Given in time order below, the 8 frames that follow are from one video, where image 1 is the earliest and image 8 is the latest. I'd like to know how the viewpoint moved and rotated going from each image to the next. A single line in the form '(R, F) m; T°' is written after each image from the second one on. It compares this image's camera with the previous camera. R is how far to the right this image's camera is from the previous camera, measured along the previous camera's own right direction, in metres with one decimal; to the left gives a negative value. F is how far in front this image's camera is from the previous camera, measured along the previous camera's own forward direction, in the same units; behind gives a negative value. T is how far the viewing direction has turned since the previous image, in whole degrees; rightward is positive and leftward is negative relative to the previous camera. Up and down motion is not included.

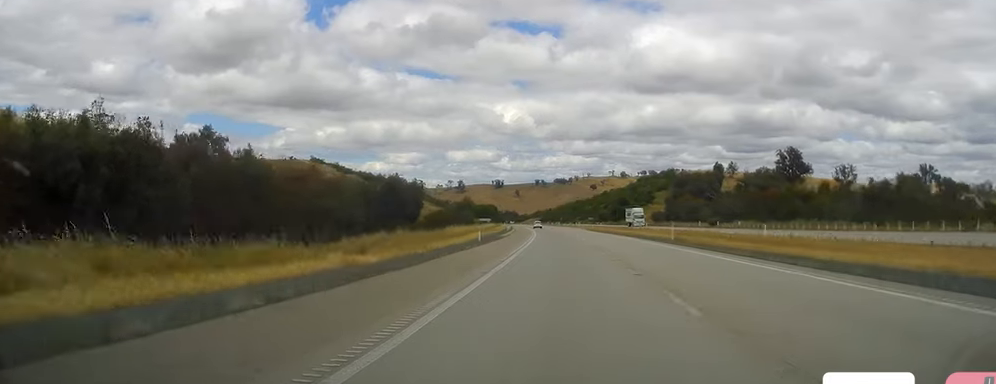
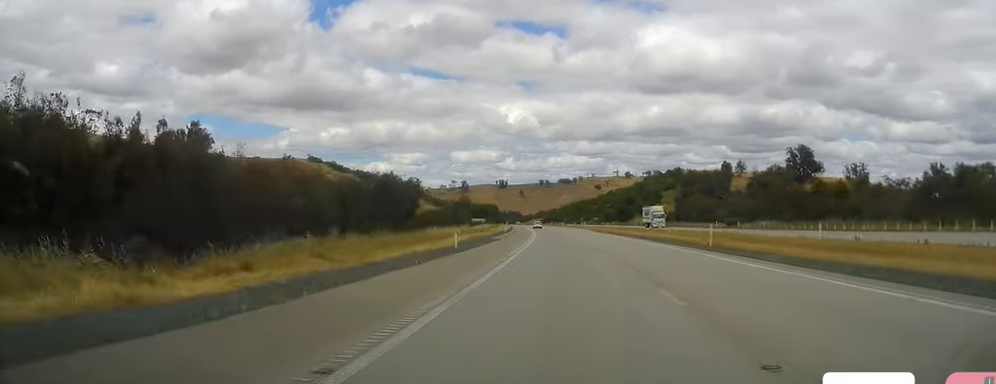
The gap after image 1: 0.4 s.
(+0.1, +11.6) m; 0°
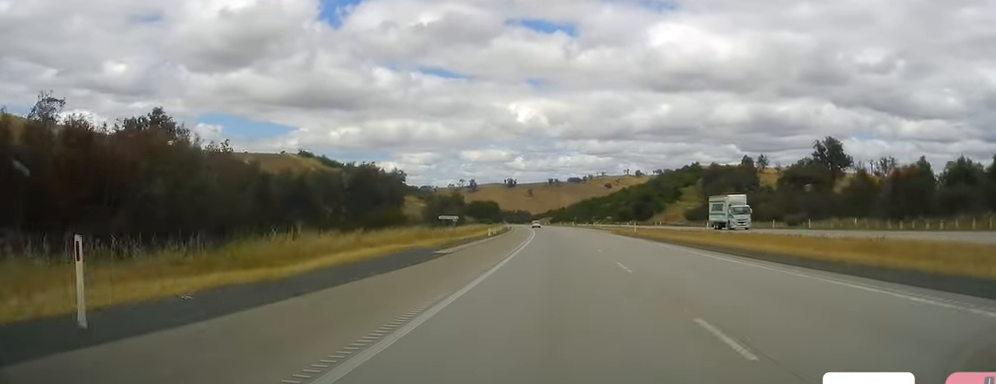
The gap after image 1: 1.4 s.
(-0.4, +29.1) m; -1°
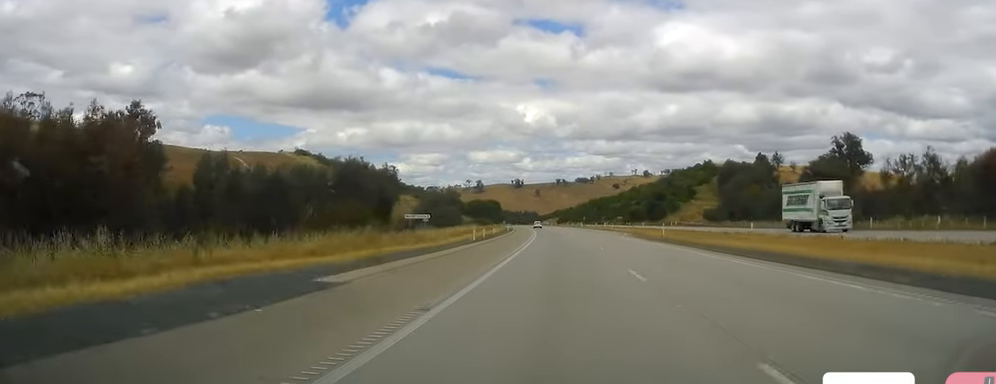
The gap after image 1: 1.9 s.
(0.0, +15.4) m; 0°
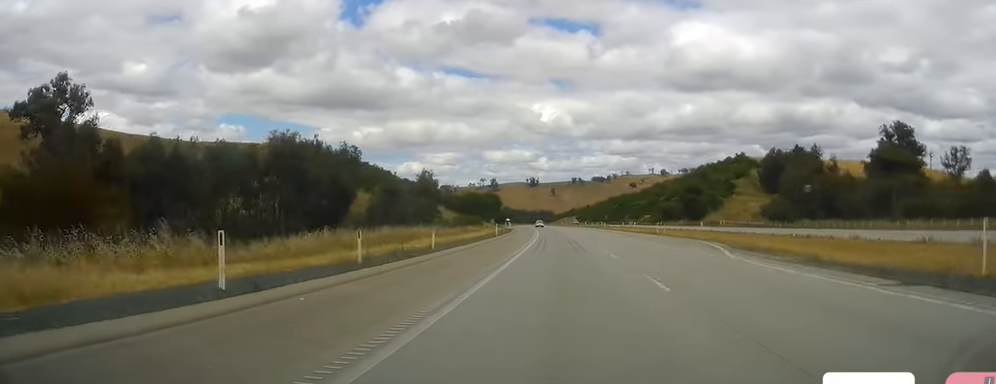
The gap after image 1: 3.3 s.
(-0.5, +39.3) m; -1°
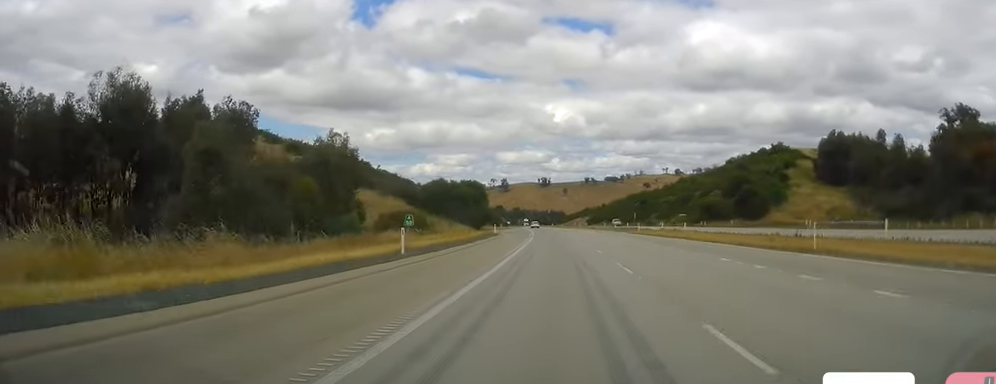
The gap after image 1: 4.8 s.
(-0.1, +44.2) m; 0°
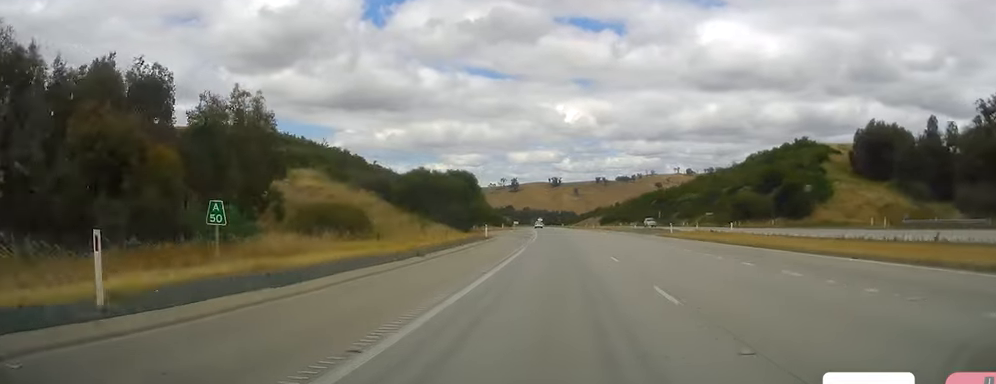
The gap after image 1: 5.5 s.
(0.0, +19.2) m; 0°
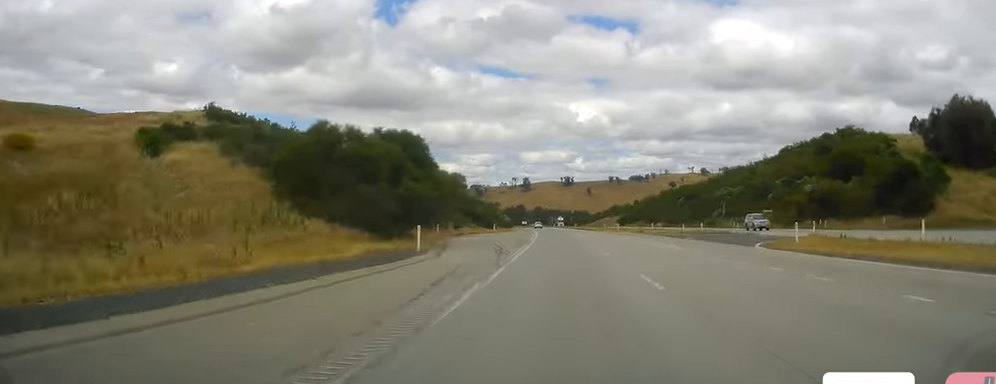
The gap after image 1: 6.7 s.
(-0.3, +34.5) m; -2°
